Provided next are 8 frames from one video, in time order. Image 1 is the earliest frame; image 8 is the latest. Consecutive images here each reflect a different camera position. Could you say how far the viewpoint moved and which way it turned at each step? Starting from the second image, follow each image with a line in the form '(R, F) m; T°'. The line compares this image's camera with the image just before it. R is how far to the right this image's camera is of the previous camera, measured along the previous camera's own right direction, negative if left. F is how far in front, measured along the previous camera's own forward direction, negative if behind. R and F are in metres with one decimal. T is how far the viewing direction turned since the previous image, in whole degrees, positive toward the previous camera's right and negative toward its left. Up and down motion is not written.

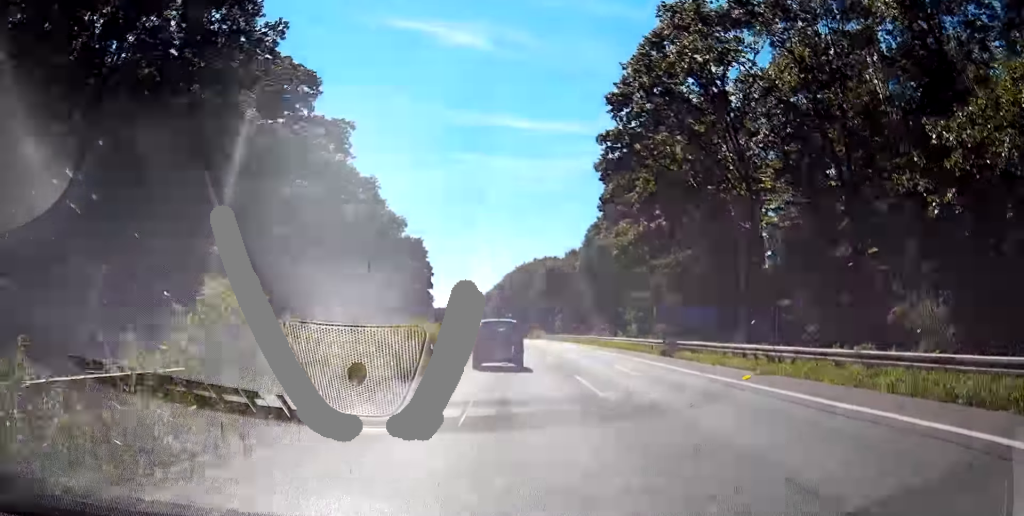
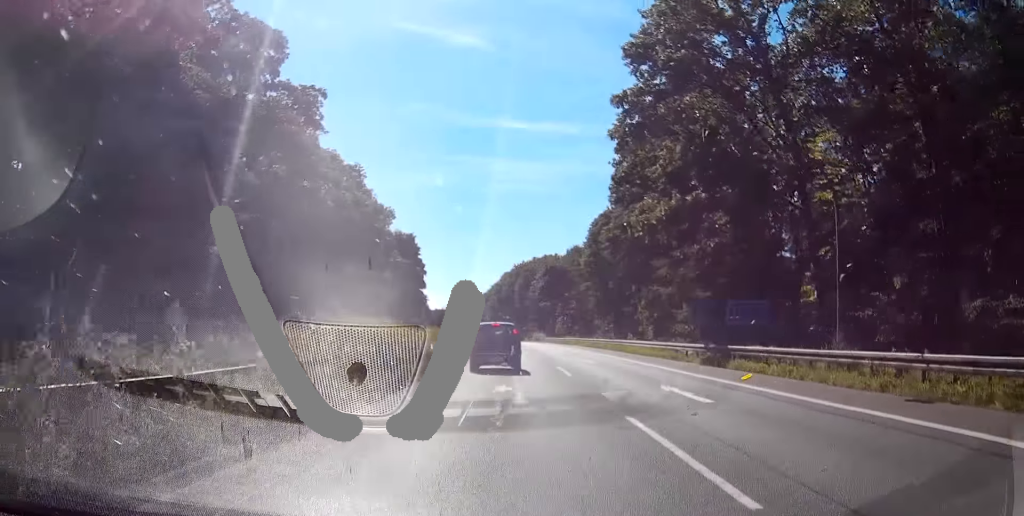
(+0.4, +8.8) m; +2°
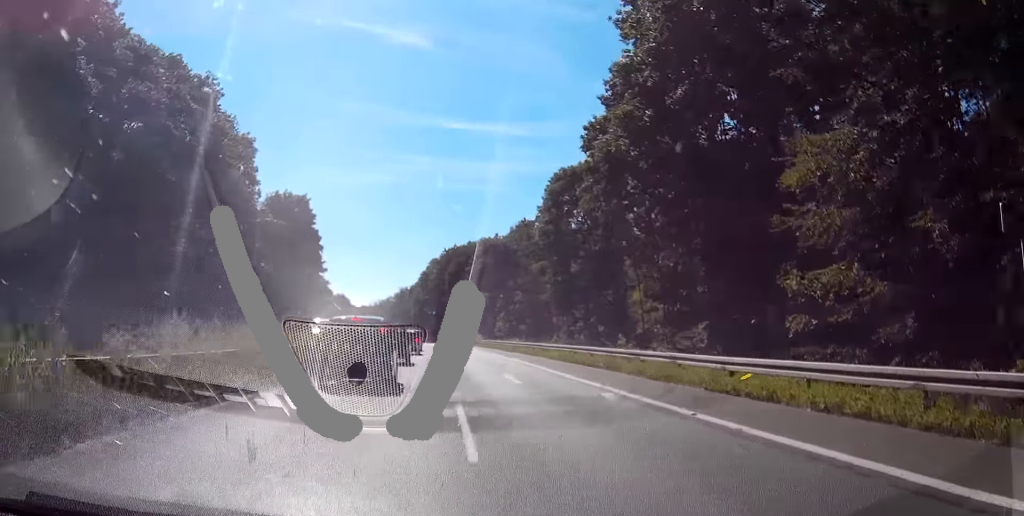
(+1.9, +31.9) m; +6°
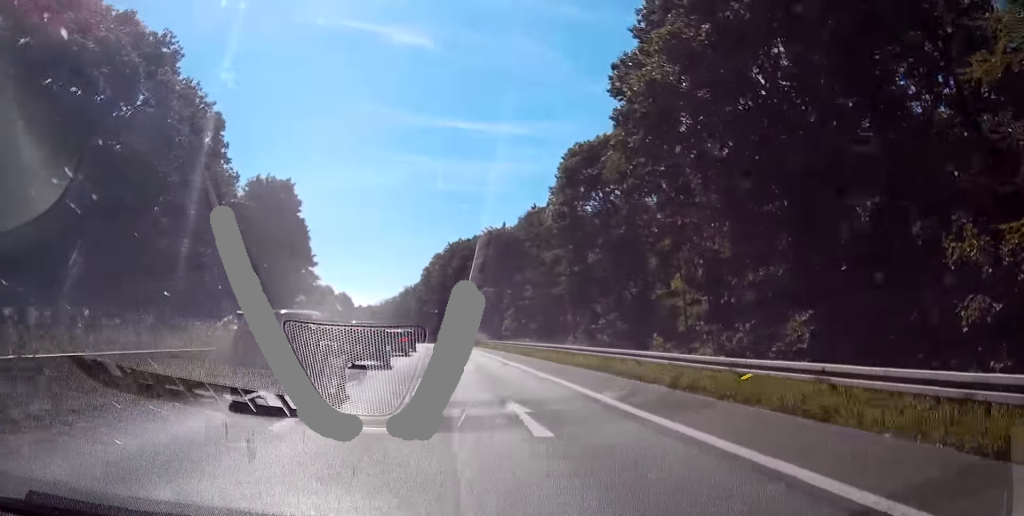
(-0.1, +9.8) m; -3°
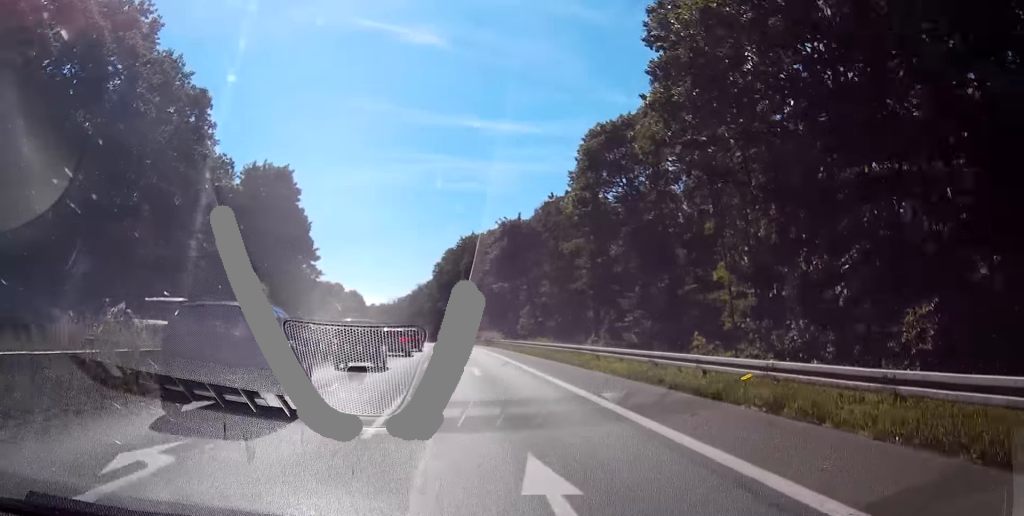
(0.0, +6.0) m; -2°
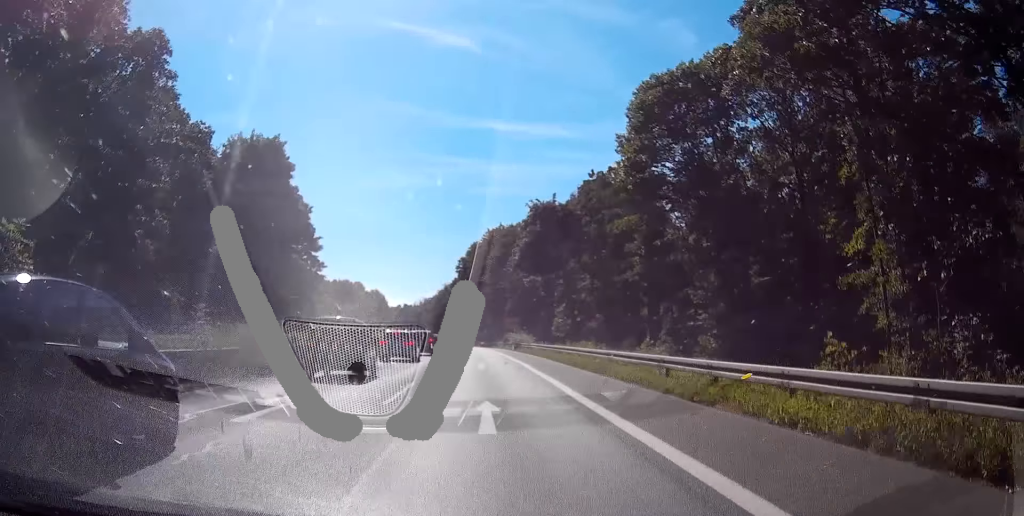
(-0.6, +12.6) m; -3°
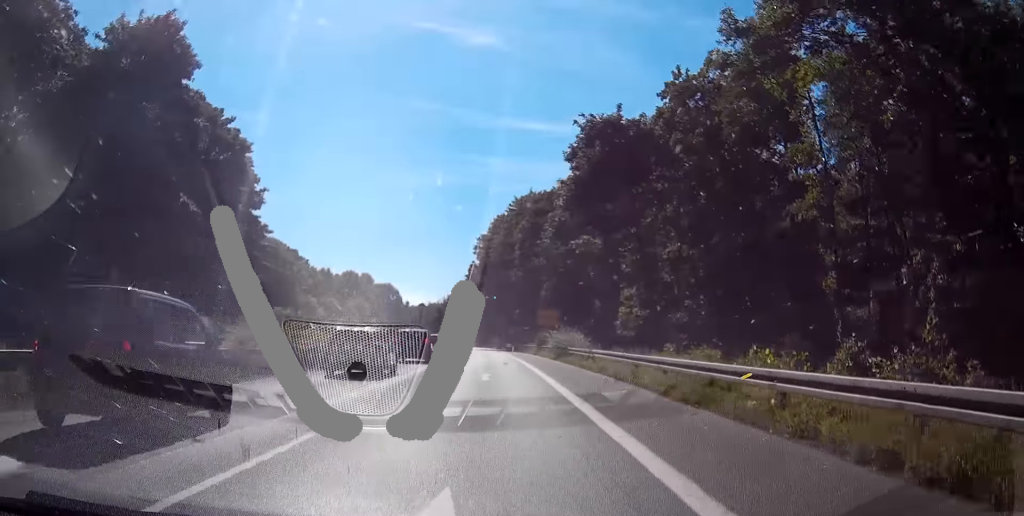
(-0.3, +27.6) m; -1°
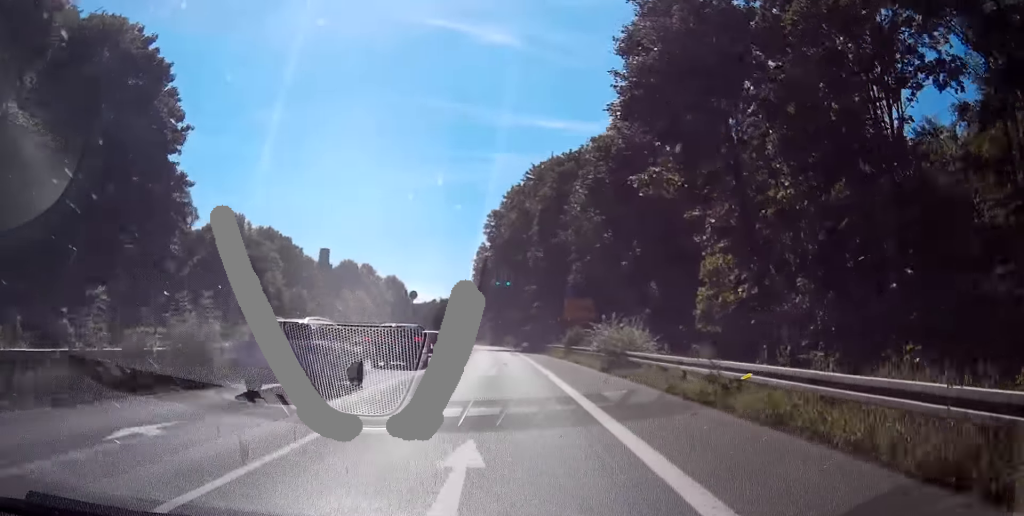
(-0.2, +16.4) m; -1°
